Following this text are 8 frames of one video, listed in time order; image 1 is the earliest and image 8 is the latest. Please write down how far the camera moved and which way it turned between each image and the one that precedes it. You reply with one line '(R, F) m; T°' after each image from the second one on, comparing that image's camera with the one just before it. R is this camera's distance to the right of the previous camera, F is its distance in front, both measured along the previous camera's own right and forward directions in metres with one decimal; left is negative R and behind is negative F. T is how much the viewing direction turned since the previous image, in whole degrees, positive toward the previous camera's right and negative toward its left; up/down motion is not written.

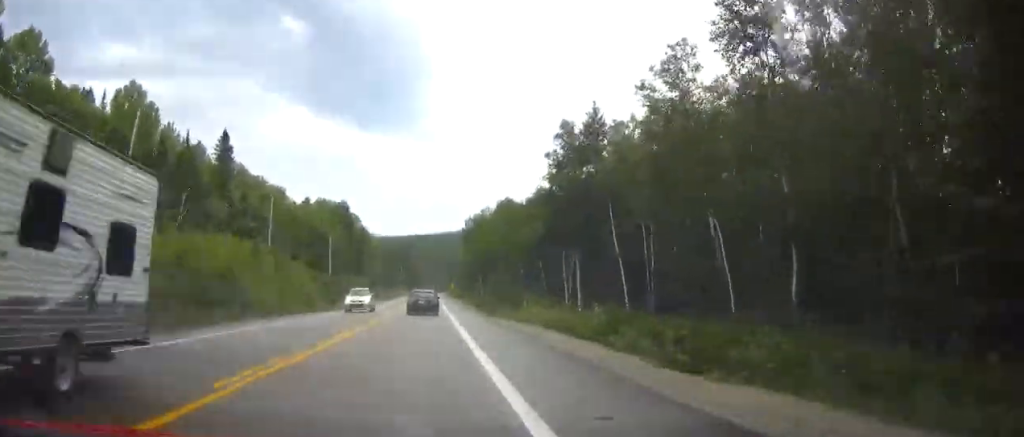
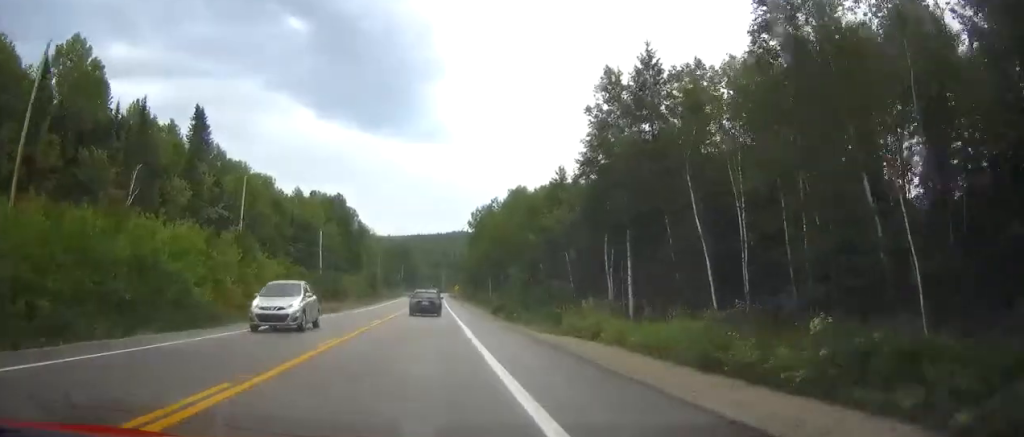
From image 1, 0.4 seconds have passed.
(0.0, +12.3) m; 0°
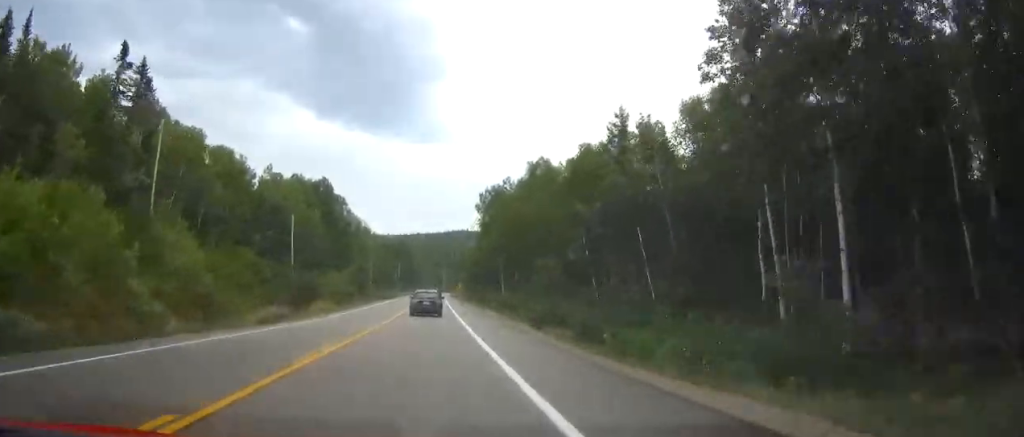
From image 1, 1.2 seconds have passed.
(0.0, +20.8) m; 0°
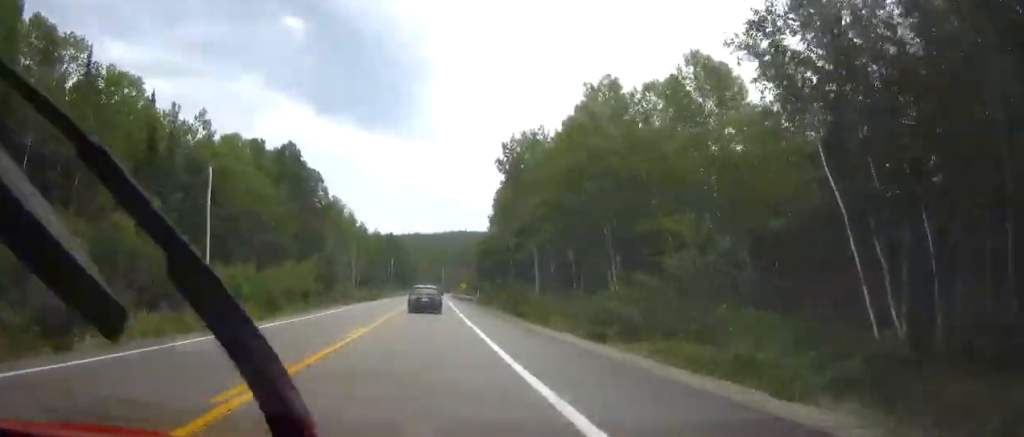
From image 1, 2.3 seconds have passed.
(0.0, +31.2) m; 0°
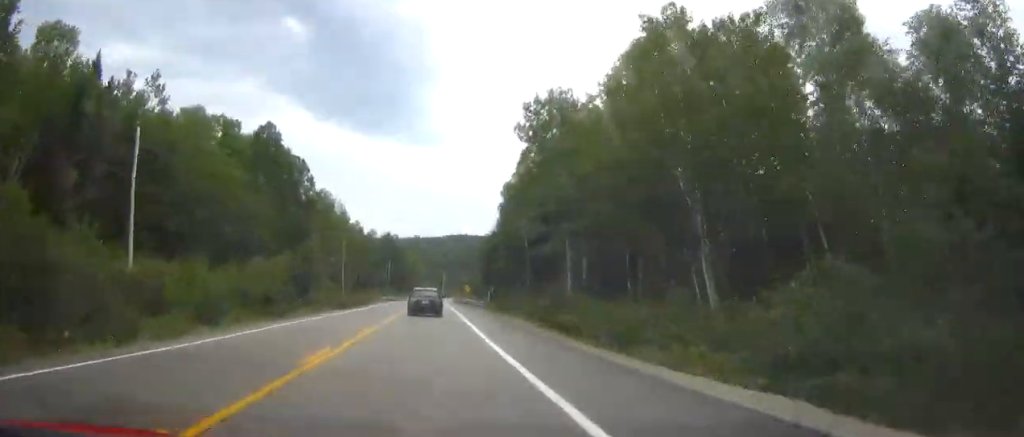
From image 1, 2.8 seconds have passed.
(0.0, +14.1) m; 0°
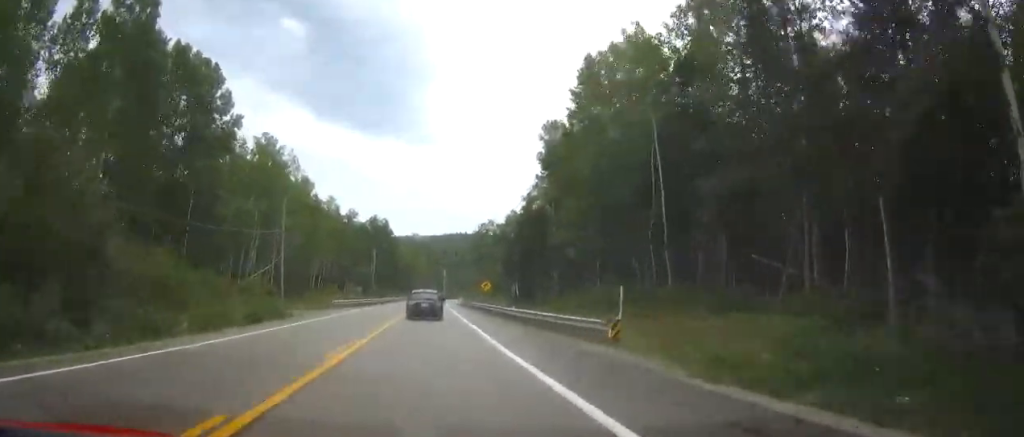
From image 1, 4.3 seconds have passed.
(+0.2, +44.1) m; 0°
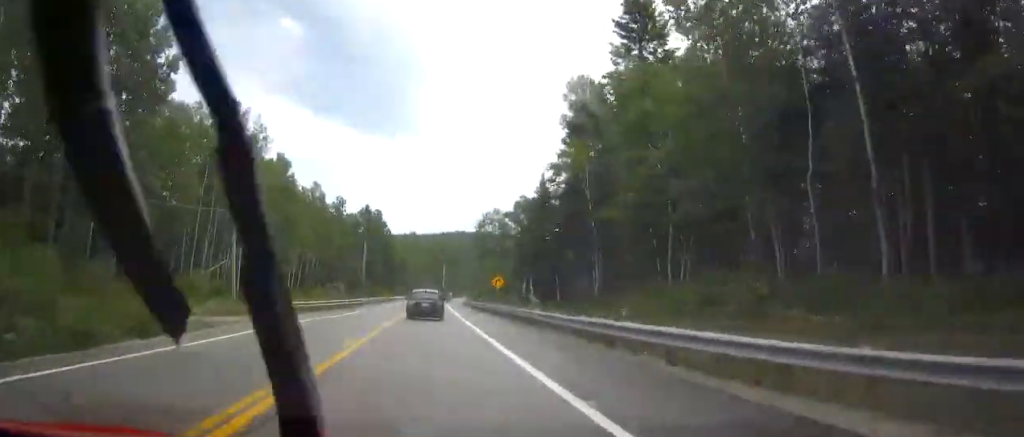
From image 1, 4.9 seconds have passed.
(0.0, +15.9) m; 0°
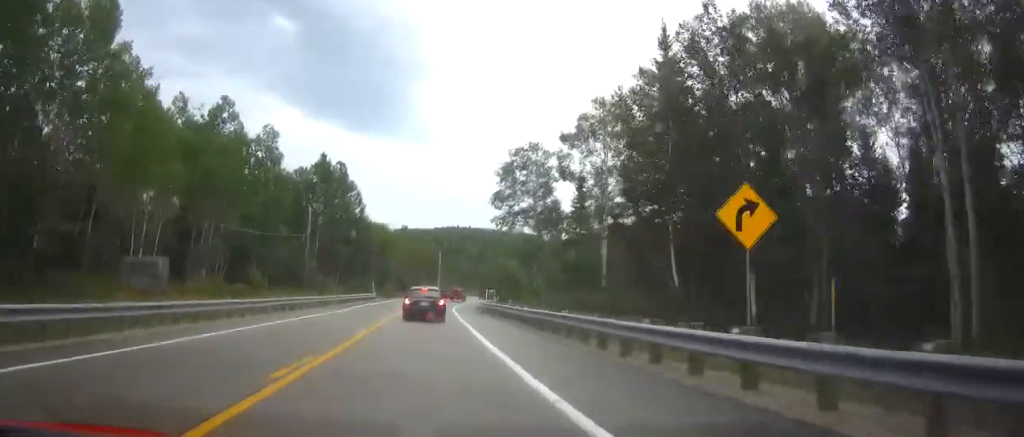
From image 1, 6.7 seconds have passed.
(0.0, +51.2) m; 0°
